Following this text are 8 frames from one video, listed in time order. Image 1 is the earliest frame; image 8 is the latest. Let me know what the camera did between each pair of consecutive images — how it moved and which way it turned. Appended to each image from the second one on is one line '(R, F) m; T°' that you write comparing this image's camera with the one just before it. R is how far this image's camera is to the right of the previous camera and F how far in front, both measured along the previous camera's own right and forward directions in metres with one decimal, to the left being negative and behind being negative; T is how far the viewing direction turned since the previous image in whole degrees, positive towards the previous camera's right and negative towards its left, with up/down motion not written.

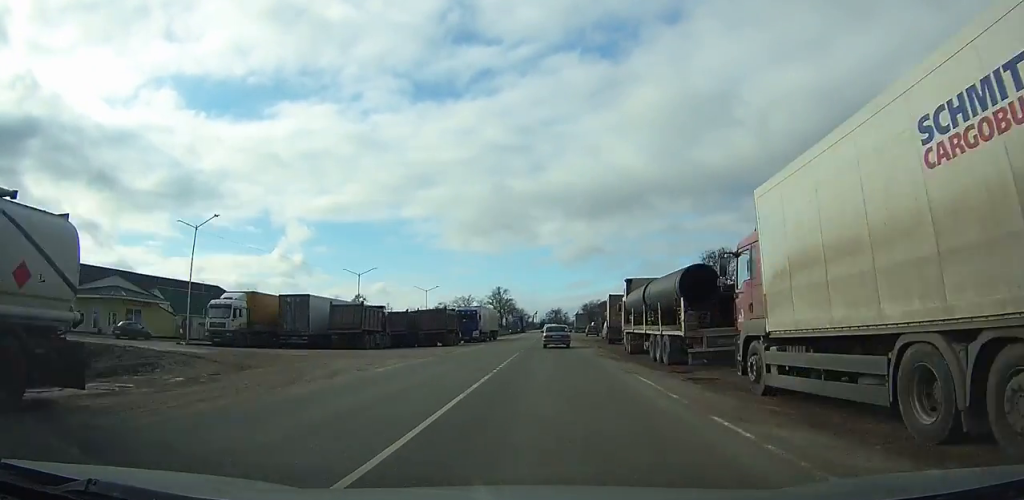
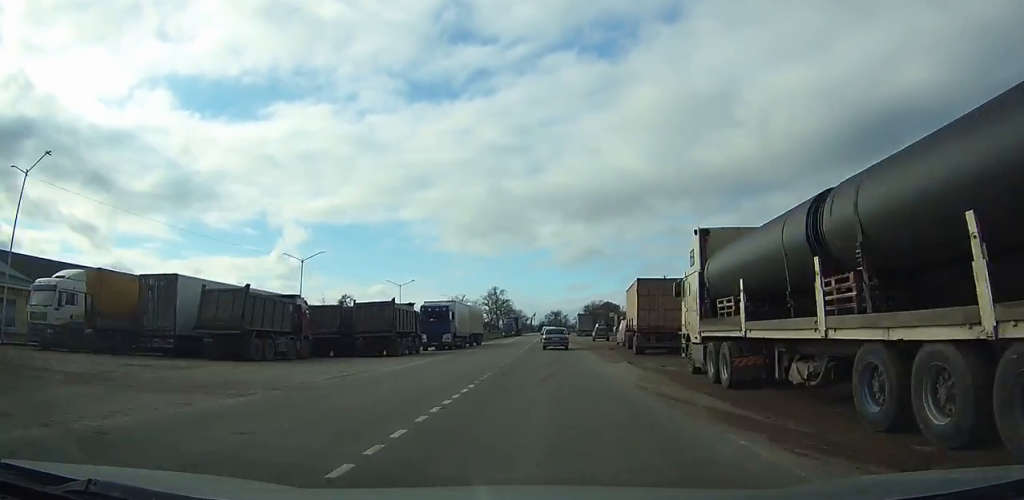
(0.0, +16.4) m; 0°
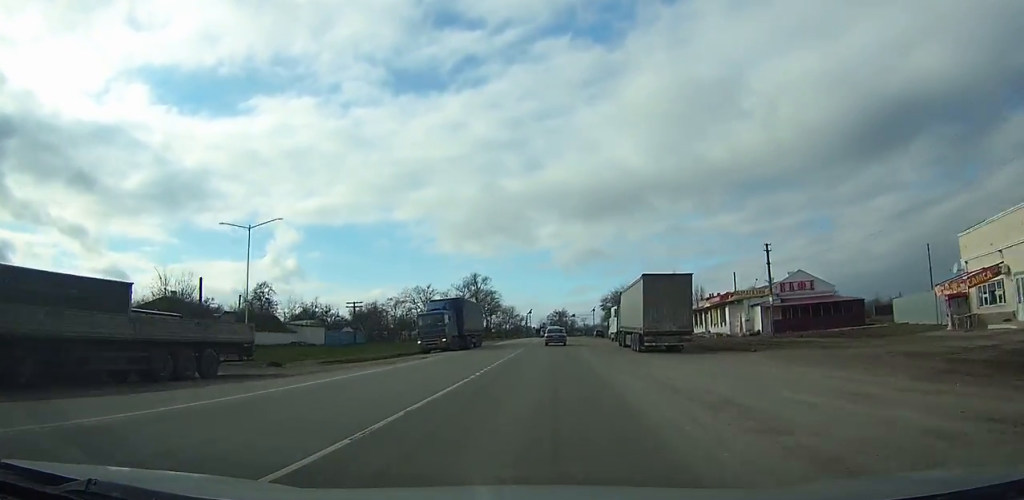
(-1.2, +76.0) m; -1°
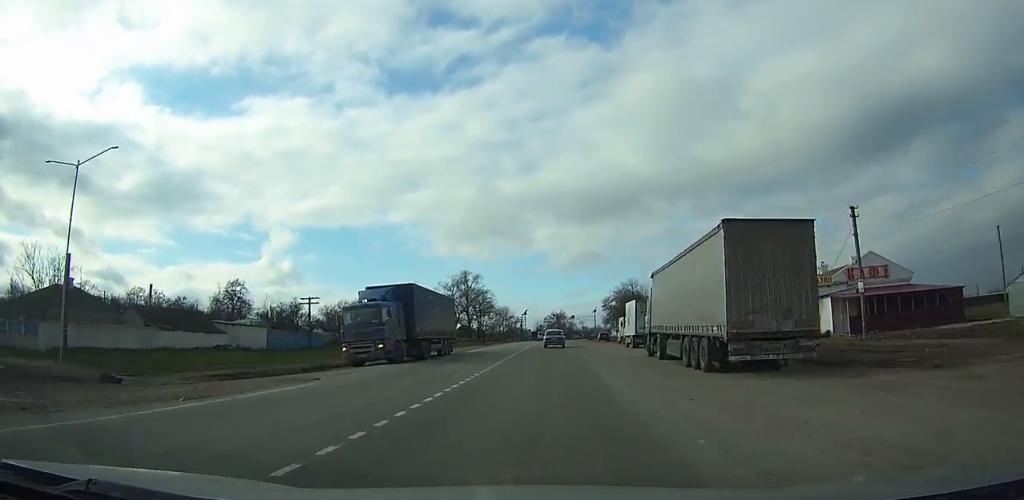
(-0.1, +15.0) m; 0°
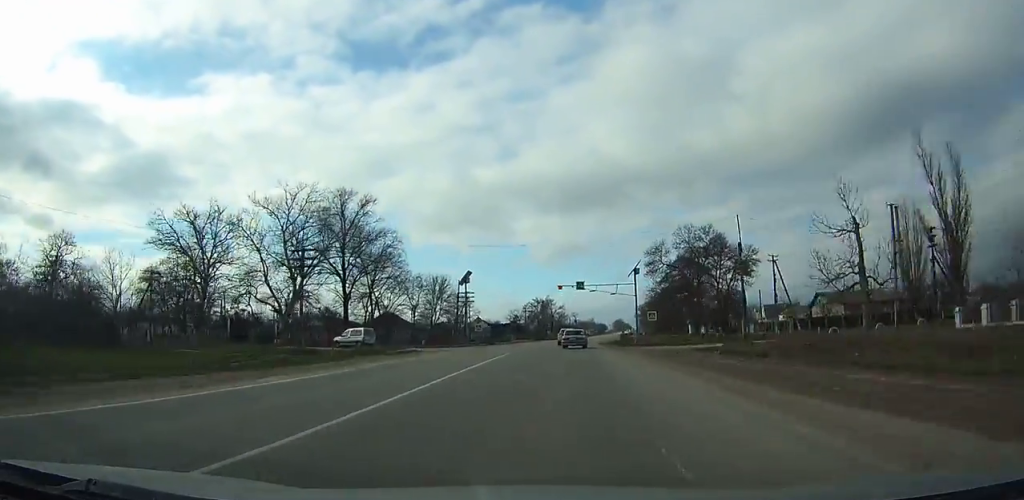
(+1.3, +93.6) m; +2°
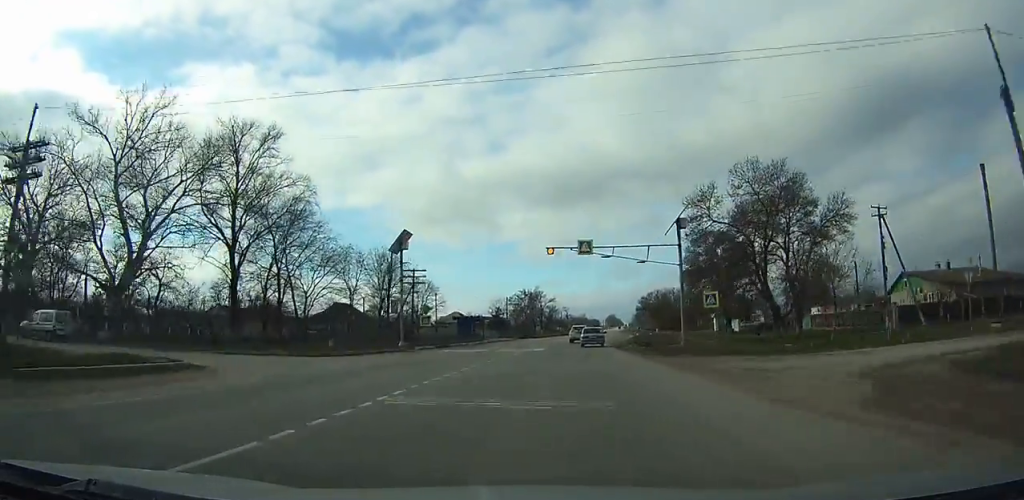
(+0.2, +26.3) m; +2°
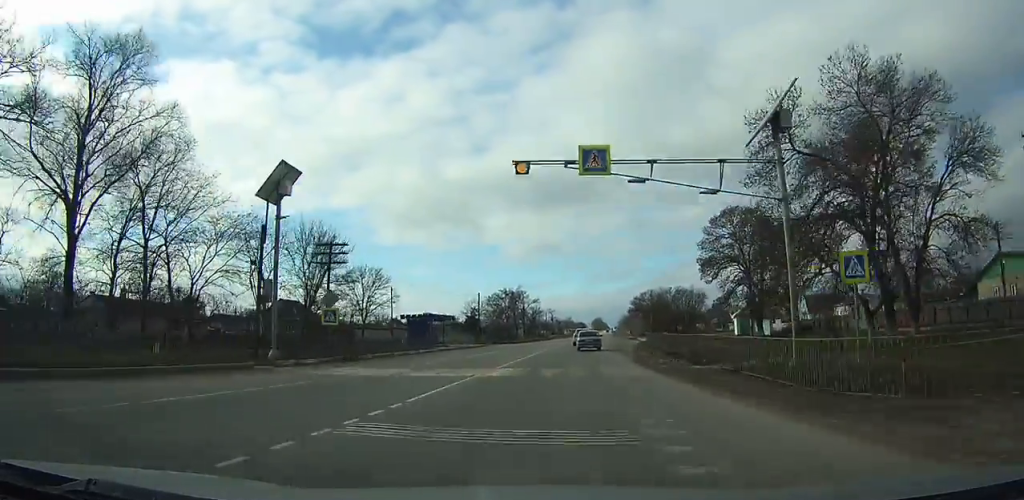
(-0.2, +19.2) m; +1°
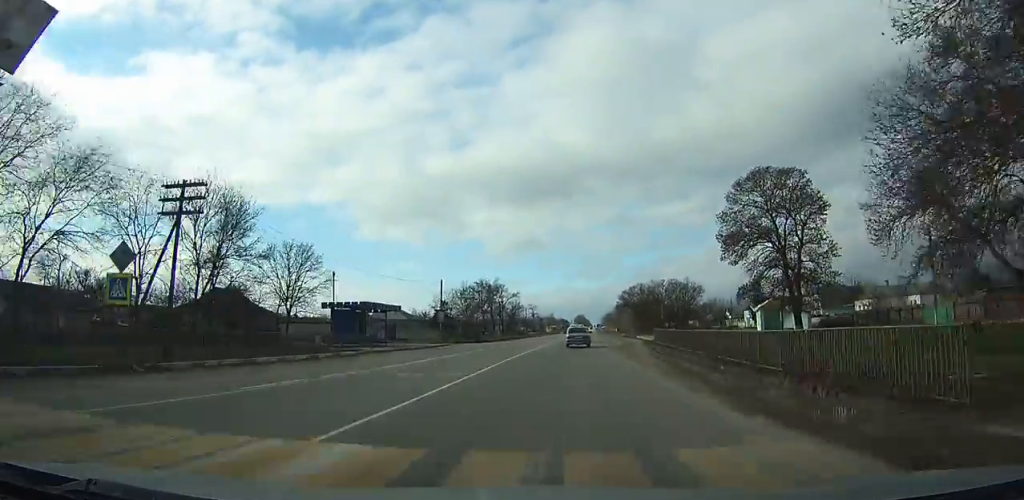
(+0.5, +15.7) m; +1°
